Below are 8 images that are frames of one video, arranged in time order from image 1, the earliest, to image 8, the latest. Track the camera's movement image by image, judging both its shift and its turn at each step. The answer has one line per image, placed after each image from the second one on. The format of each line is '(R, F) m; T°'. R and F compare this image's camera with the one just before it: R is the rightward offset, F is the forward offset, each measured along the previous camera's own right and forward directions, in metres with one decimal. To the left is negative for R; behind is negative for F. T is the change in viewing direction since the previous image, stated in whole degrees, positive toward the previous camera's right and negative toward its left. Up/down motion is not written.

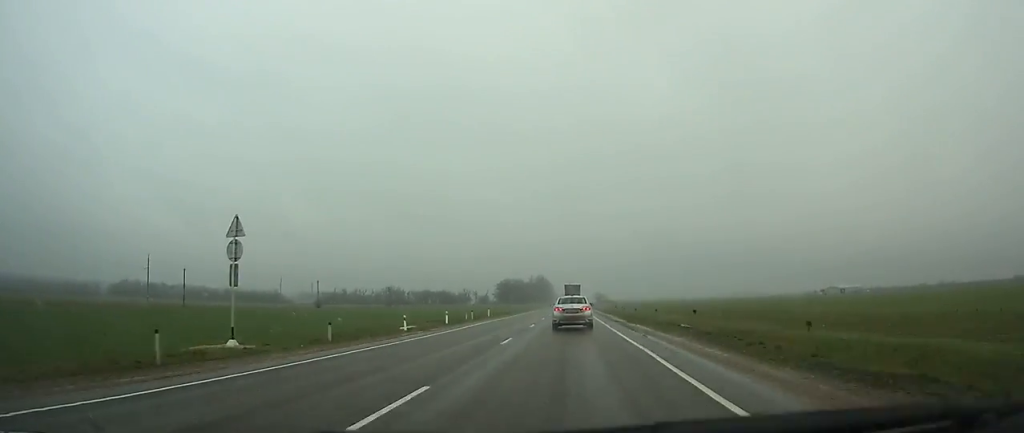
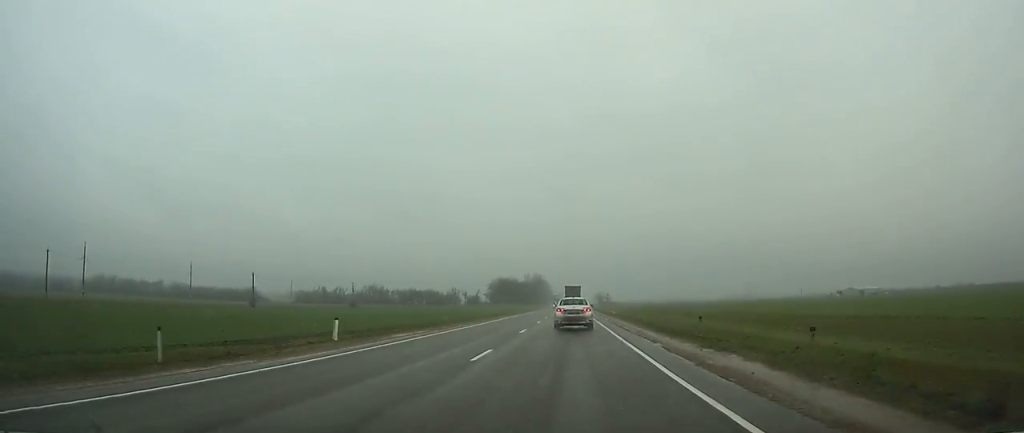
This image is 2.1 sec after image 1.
(+0.2, +40.6) m; 0°
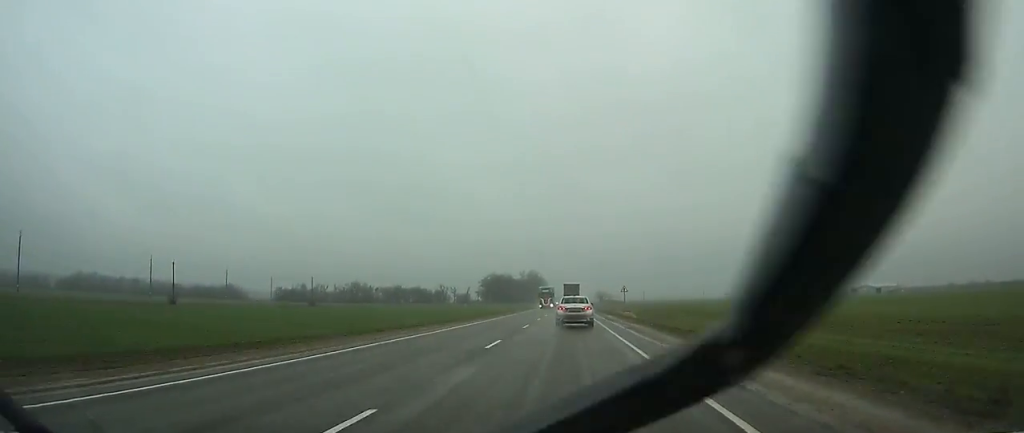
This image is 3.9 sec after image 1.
(-0.1, +33.3) m; 0°
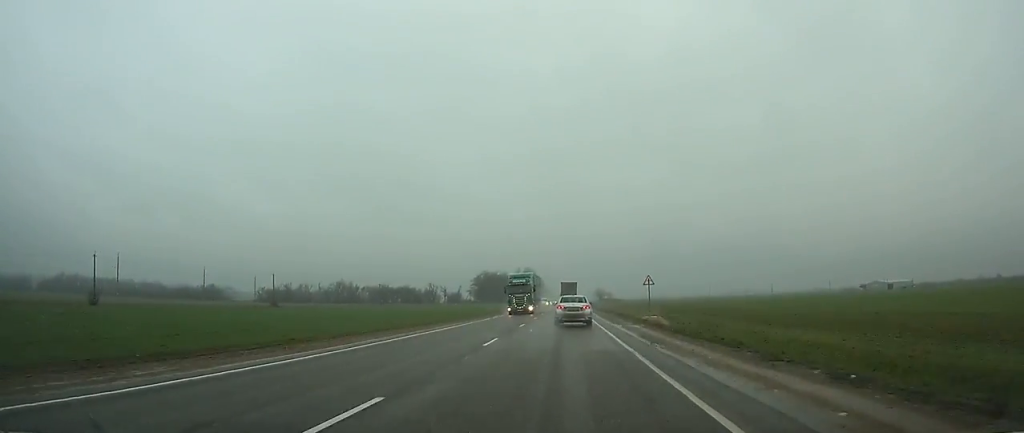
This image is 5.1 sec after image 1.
(0.0, +23.2) m; 0°
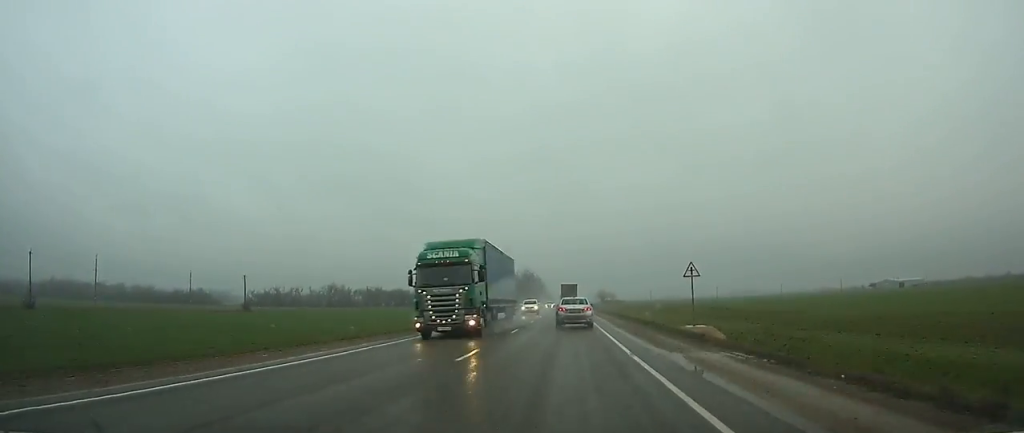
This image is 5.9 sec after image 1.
(+0.1, +15.6) m; 0°
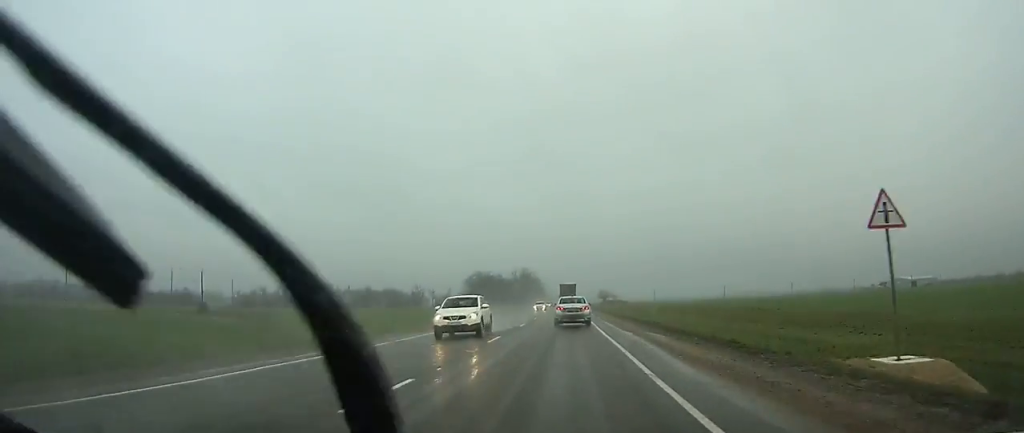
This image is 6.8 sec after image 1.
(0.0, +18.2) m; 0°
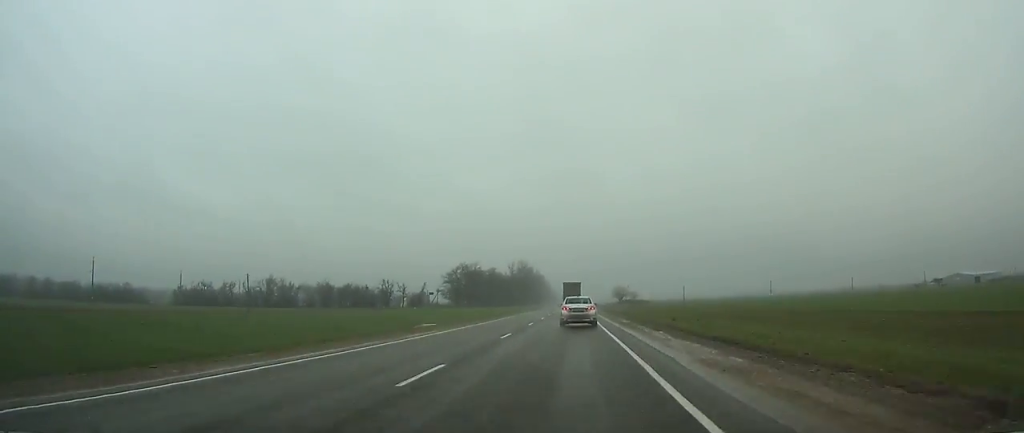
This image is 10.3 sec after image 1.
(-0.5, +69.6) m; 0°
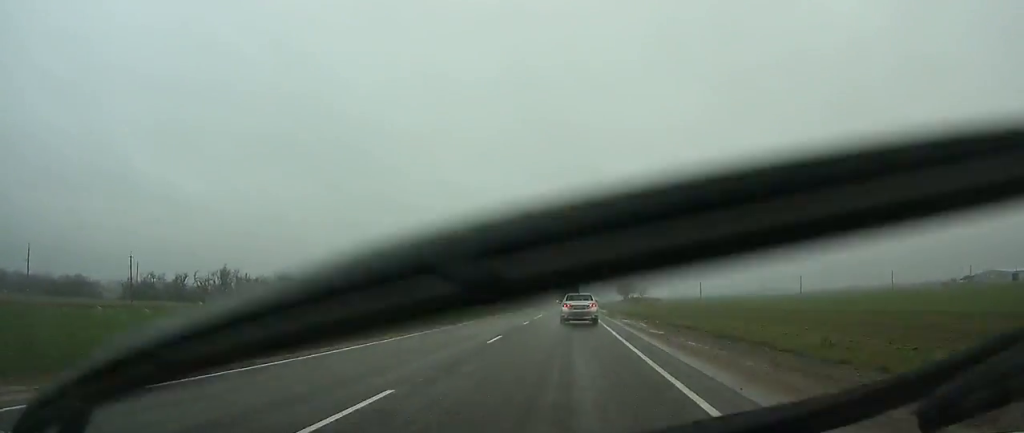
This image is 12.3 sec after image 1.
(+0.2, +39.4) m; 0°
